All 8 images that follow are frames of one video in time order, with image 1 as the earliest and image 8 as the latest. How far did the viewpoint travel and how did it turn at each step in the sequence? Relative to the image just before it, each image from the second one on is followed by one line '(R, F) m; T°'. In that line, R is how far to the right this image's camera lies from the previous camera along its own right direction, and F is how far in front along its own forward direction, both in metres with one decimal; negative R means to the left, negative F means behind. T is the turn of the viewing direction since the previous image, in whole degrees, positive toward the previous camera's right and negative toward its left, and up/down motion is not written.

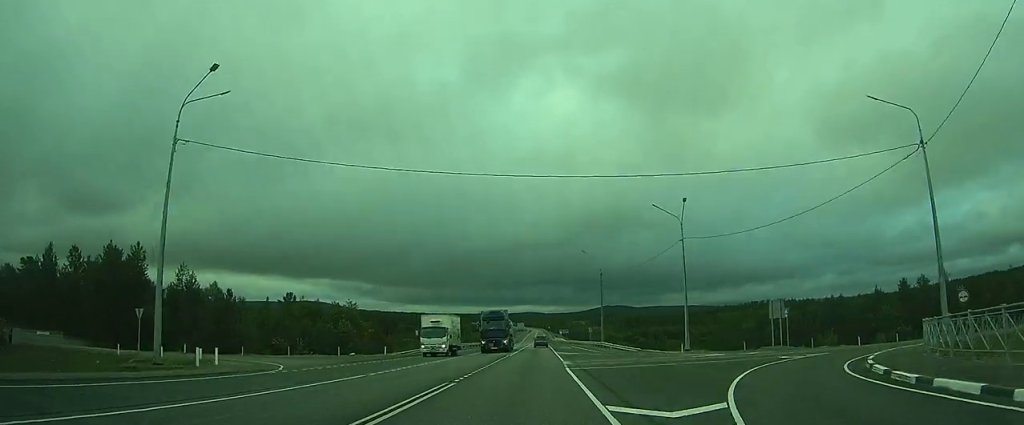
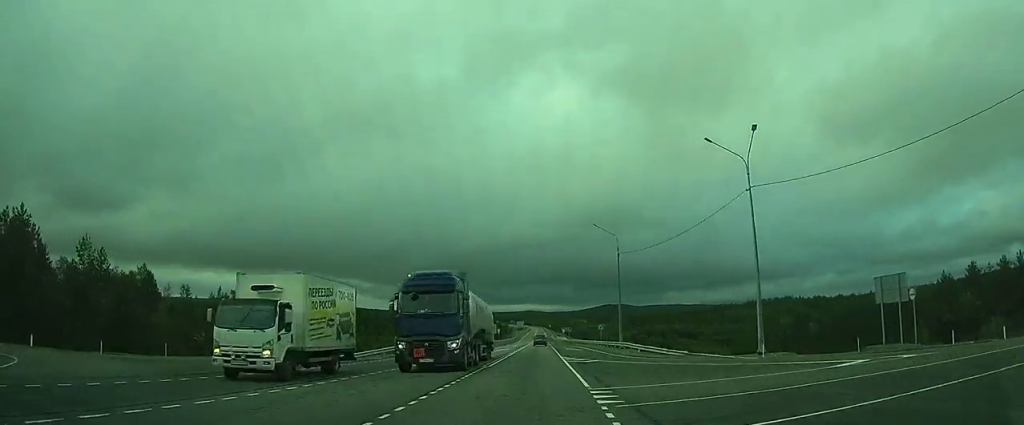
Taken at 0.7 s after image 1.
(0.0, +18.2) m; 0°
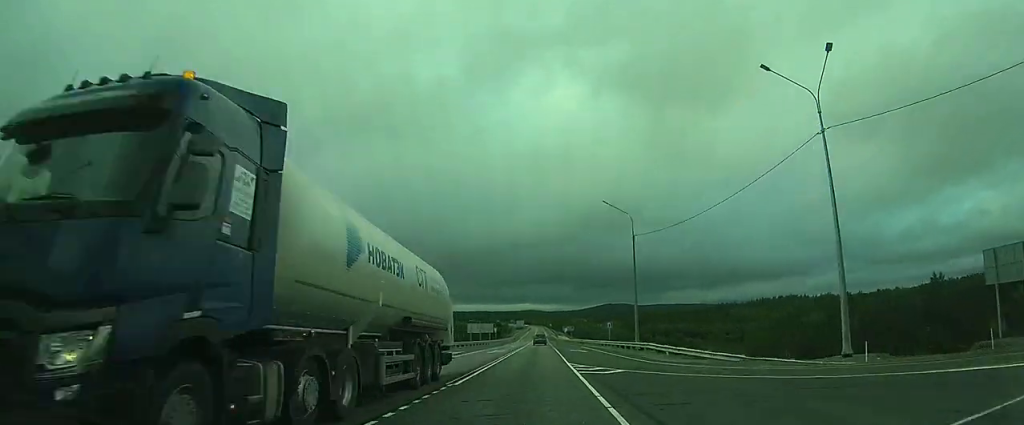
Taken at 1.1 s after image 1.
(0.0, +10.0) m; 0°
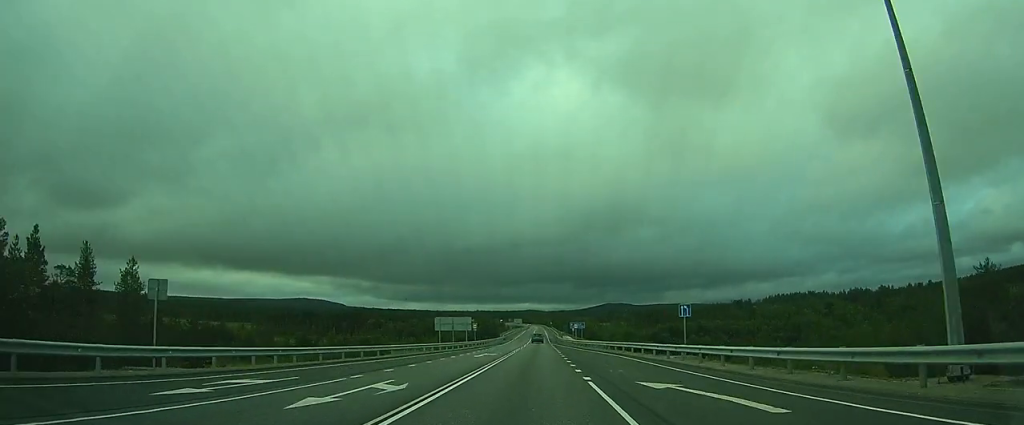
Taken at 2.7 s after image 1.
(+0.3, +37.8) m; +1°
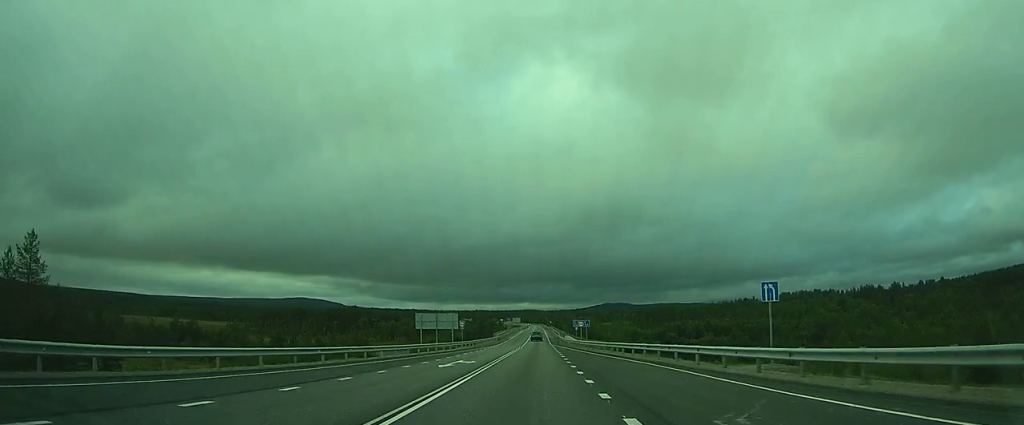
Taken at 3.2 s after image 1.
(0.0, +12.0) m; 0°
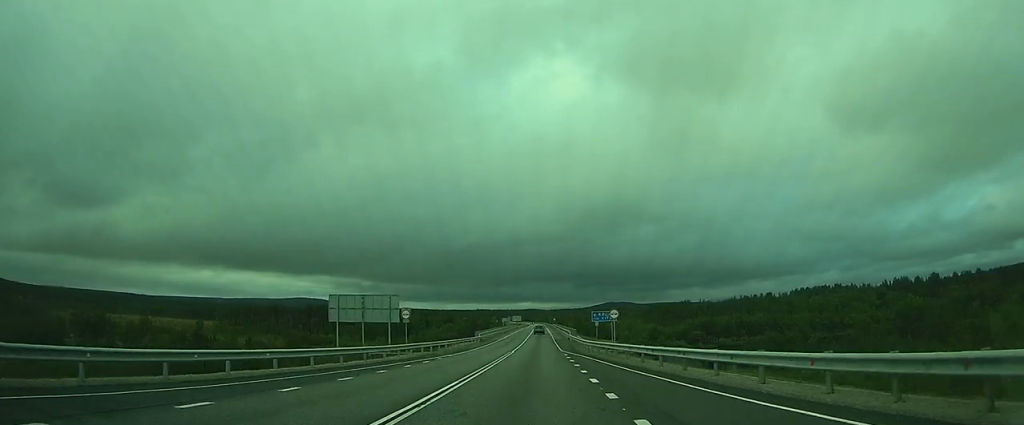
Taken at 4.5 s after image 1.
(0.0, +27.9) m; 0°
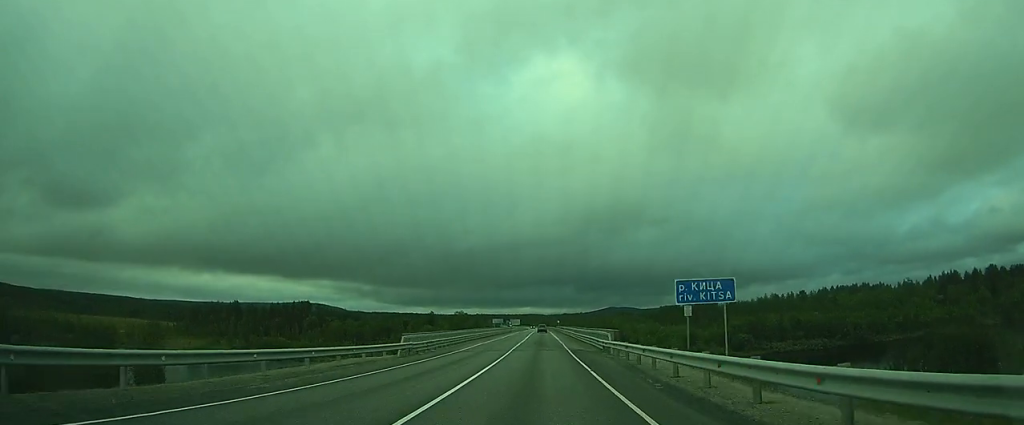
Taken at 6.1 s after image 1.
(0.0, +33.9) m; 0°
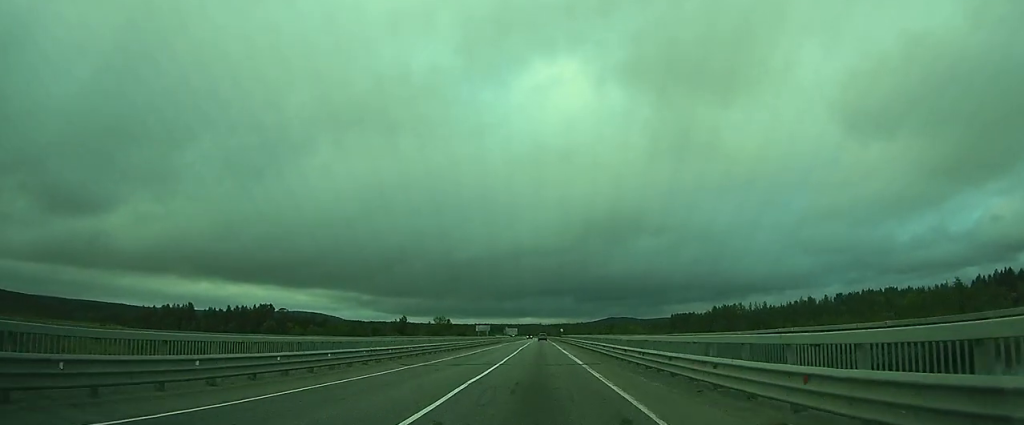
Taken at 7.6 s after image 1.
(-0.1, +34.5) m; -1°
